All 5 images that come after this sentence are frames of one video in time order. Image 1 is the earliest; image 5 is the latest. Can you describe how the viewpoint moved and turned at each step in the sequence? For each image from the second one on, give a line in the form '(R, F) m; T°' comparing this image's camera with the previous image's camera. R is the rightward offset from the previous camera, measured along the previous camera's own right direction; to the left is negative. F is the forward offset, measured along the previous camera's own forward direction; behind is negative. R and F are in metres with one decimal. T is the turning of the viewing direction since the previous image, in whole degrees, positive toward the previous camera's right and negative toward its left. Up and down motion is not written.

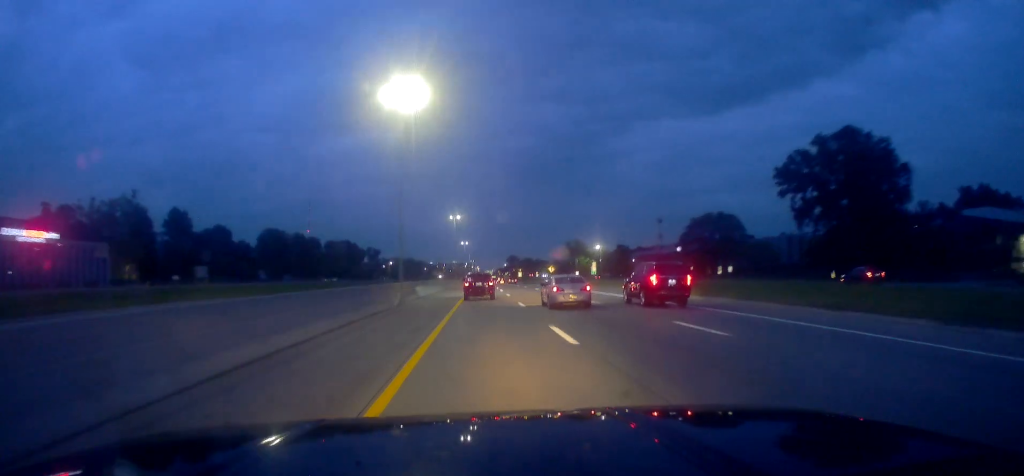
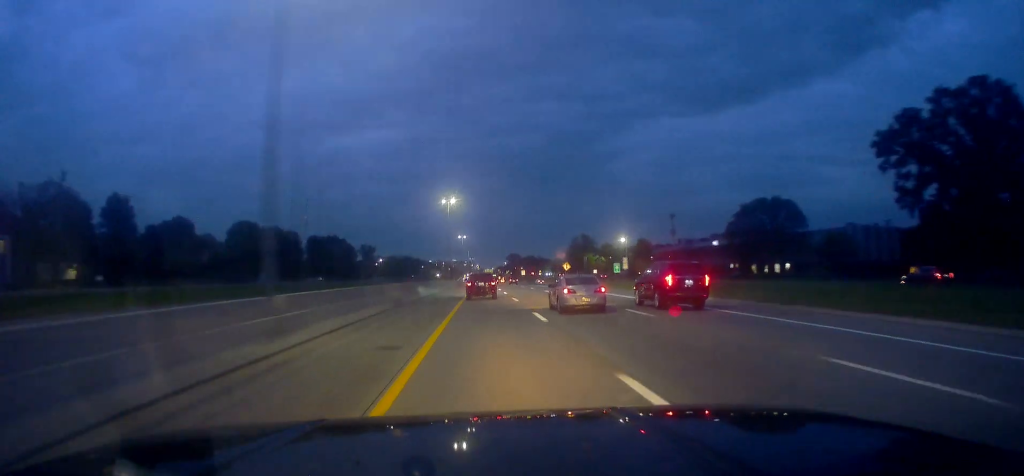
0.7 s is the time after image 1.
(-0.2, +24.1) m; -1°
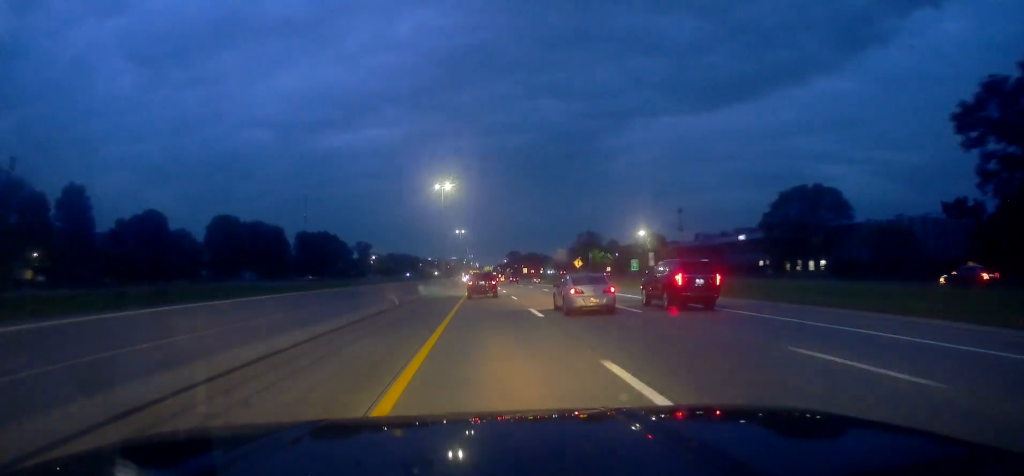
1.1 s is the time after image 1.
(-0.1, +13.7) m; 0°
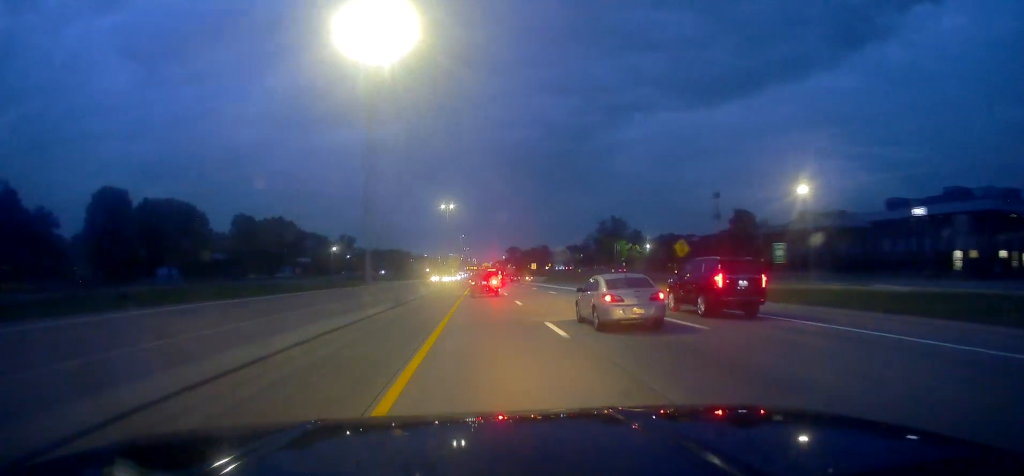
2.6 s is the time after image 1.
(-0.4, +52.4) m; 0°
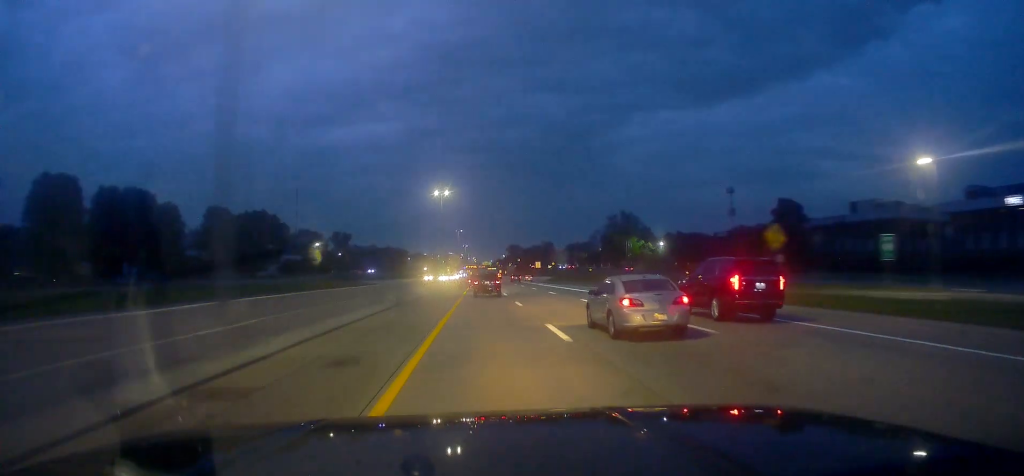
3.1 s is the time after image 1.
(+0.1, +15.9) m; 0°
